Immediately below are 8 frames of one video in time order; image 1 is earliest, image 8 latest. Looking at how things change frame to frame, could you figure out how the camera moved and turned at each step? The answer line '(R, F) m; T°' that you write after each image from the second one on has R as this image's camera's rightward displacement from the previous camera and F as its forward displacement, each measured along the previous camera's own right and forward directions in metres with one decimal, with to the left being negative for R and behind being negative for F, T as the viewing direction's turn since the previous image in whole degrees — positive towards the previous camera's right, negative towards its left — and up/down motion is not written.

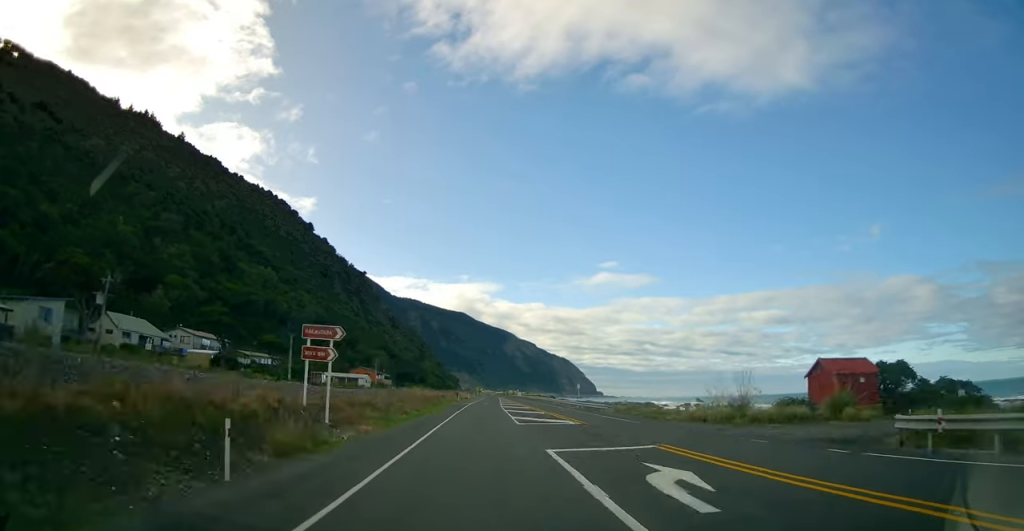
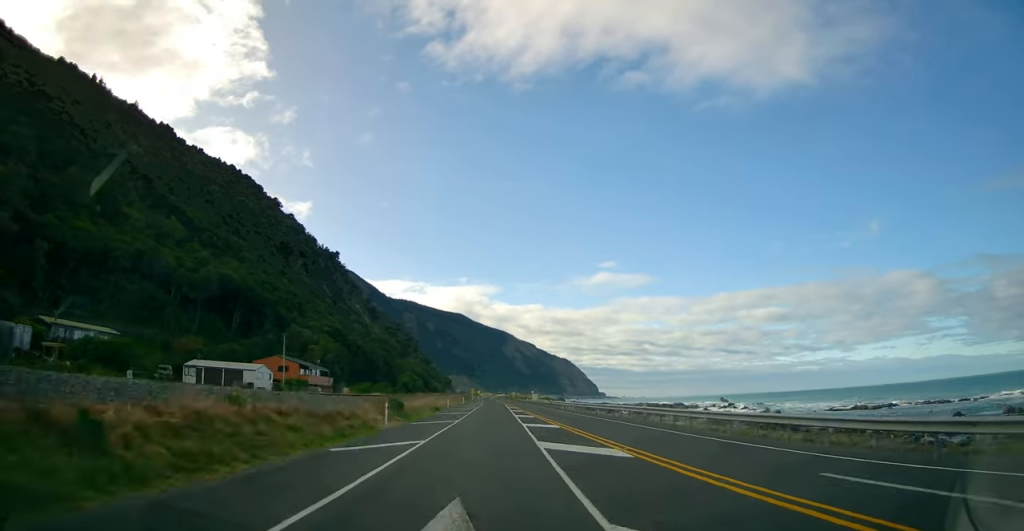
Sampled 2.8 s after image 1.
(-0.8, +61.5) m; -1°
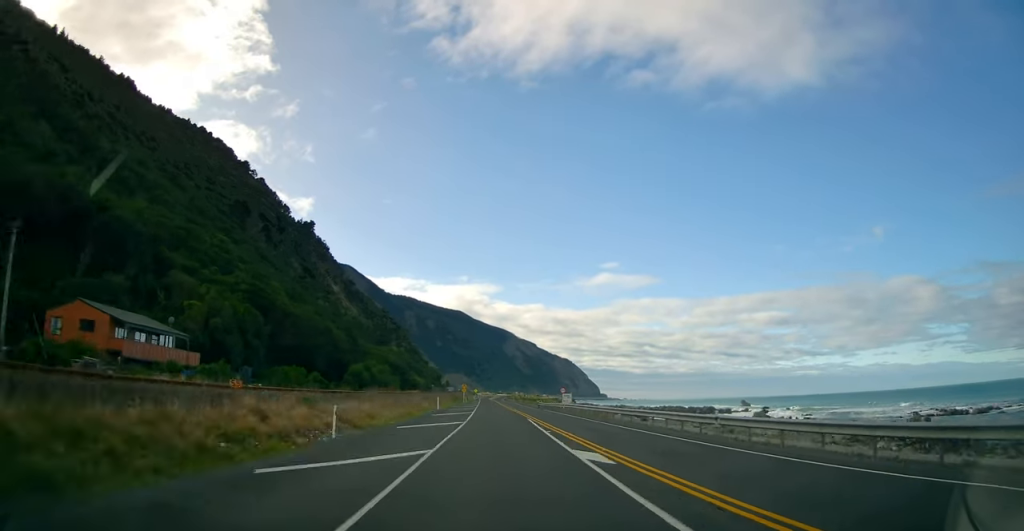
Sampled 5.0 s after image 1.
(0.0, +48.6) m; 0°
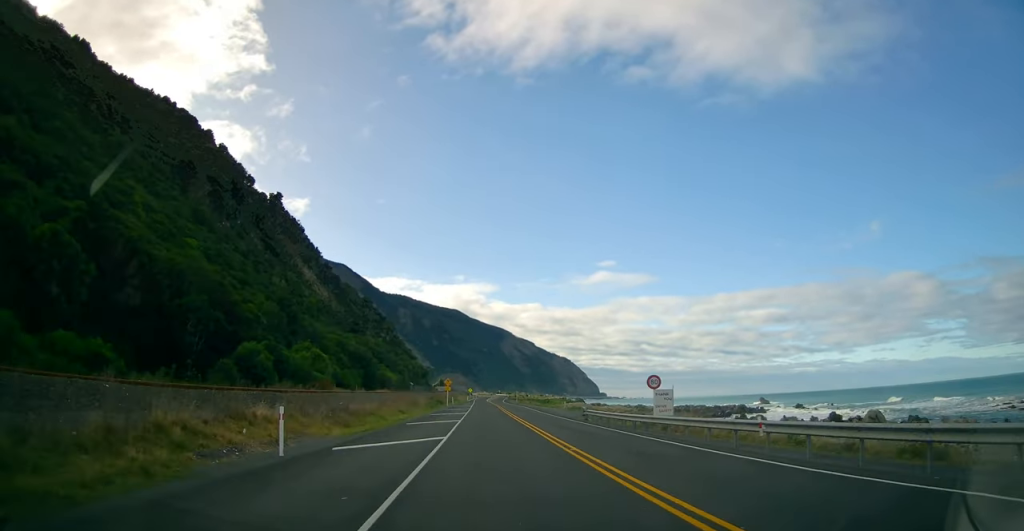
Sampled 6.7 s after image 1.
(0.0, +37.6) m; 0°
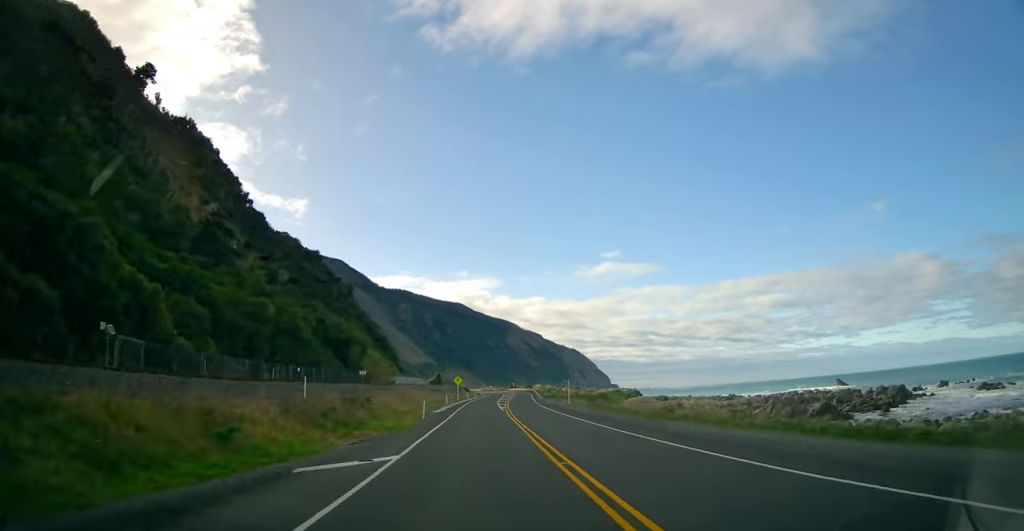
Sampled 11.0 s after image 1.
(-0.4, +95.6) m; 0°
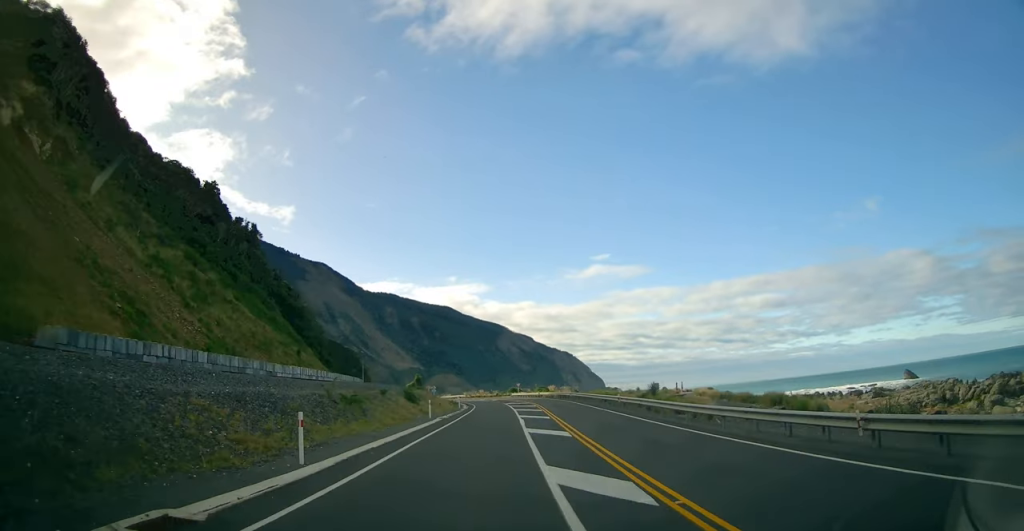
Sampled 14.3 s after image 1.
(+0.9, +72.6) m; 0°
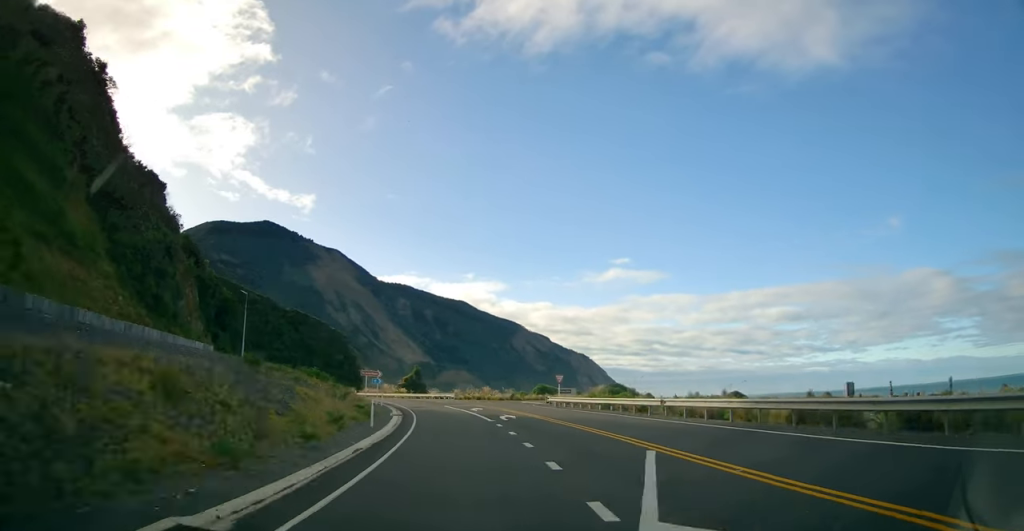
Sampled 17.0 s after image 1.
(-1.0, +57.8) m; -6°
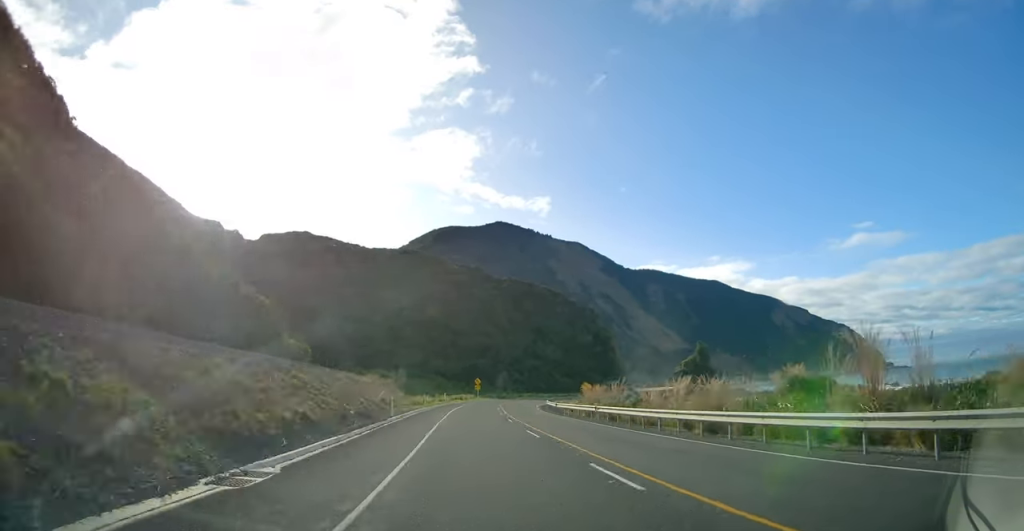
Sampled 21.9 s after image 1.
(-16.3, +97.4) m; -16°
